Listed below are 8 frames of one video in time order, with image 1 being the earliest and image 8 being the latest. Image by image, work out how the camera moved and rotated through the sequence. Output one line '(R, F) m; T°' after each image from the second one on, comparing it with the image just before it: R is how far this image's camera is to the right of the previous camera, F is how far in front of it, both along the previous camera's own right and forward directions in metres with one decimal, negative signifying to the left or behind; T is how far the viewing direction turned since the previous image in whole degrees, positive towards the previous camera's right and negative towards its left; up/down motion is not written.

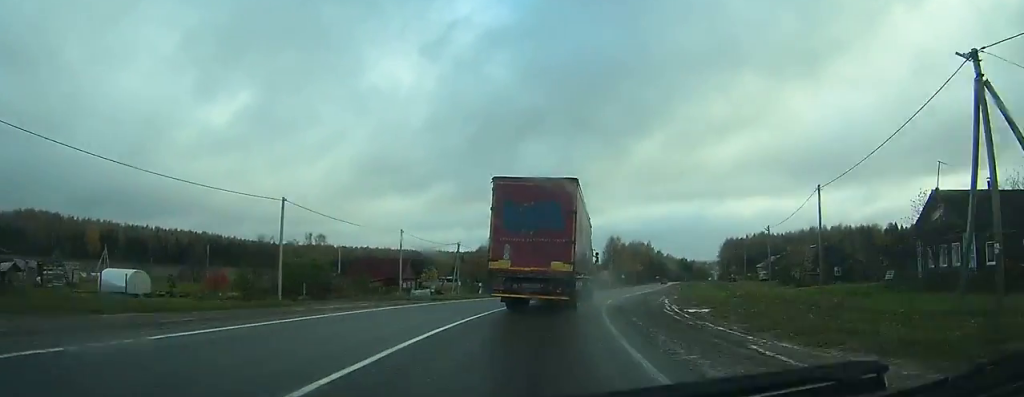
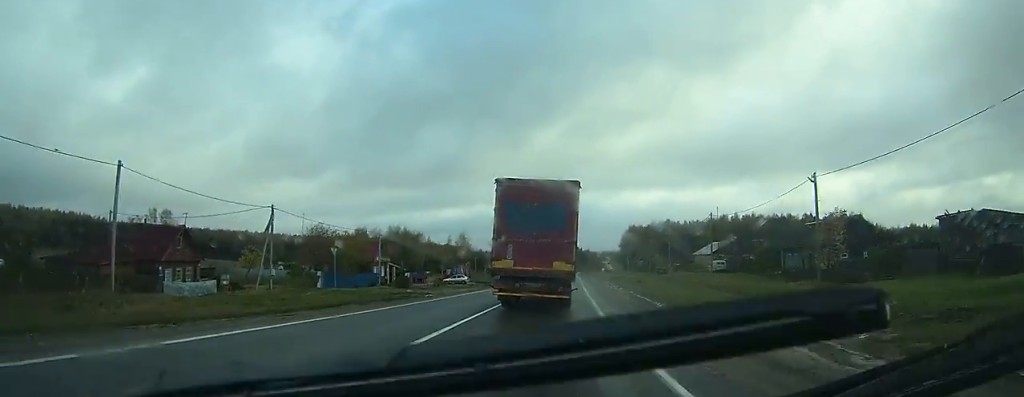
(+2.1, +33.7) m; +7°
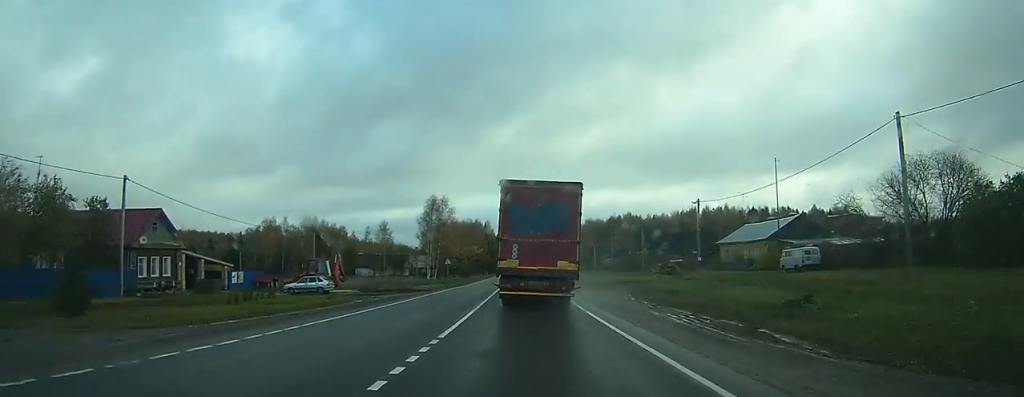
(+3.2, +44.0) m; +7°
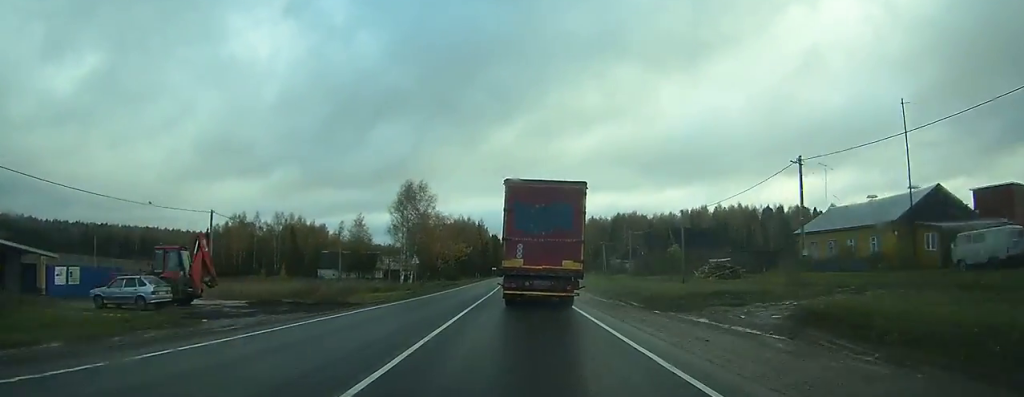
(+0.3, +22.7) m; +1°
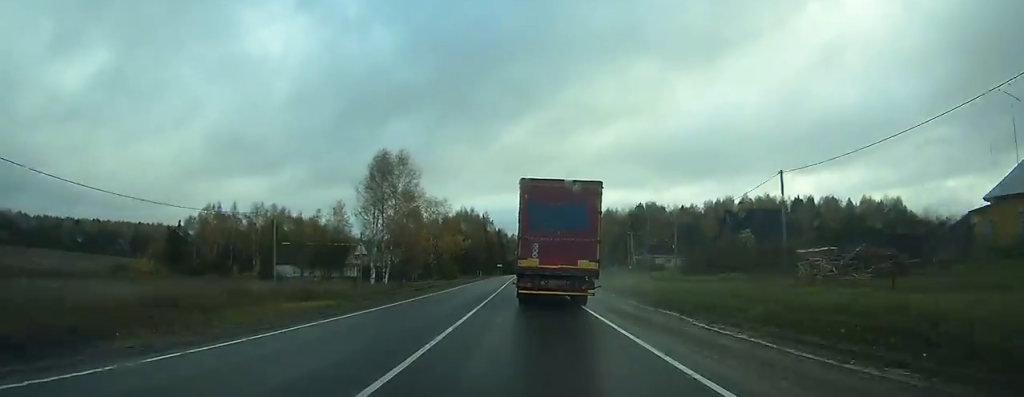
(+0.2, +23.0) m; 0°
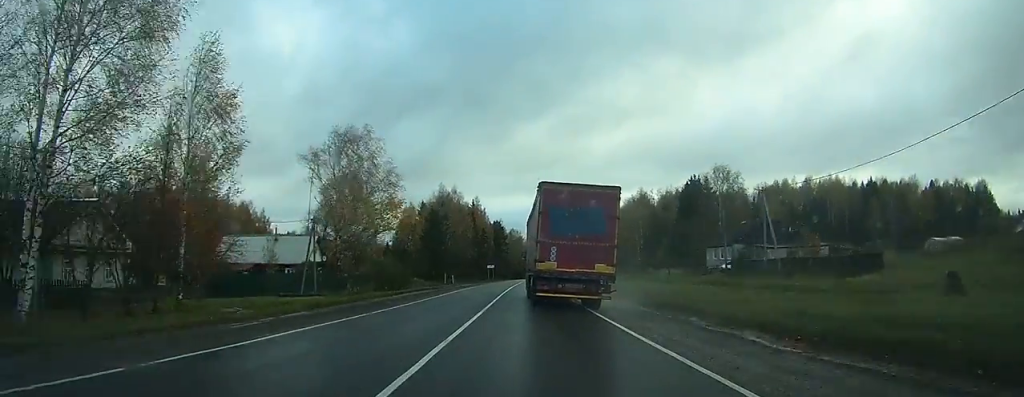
(-0.3, +56.8) m; -1°
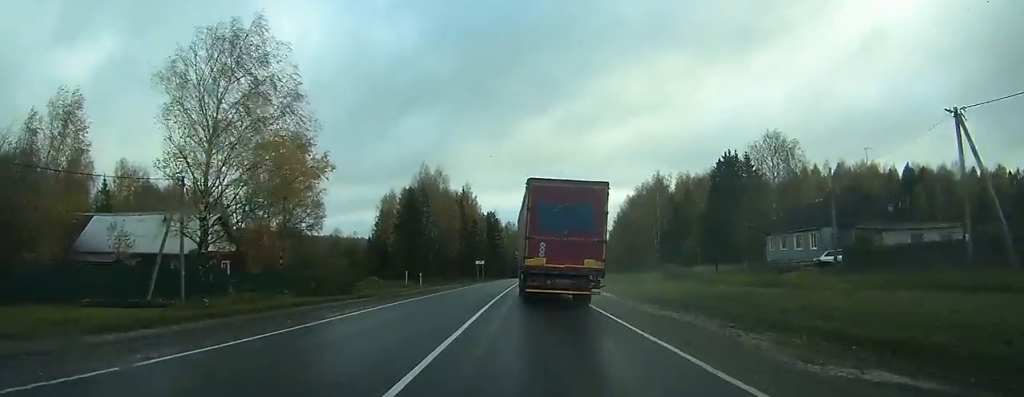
(-0.1, +23.6) m; +1°
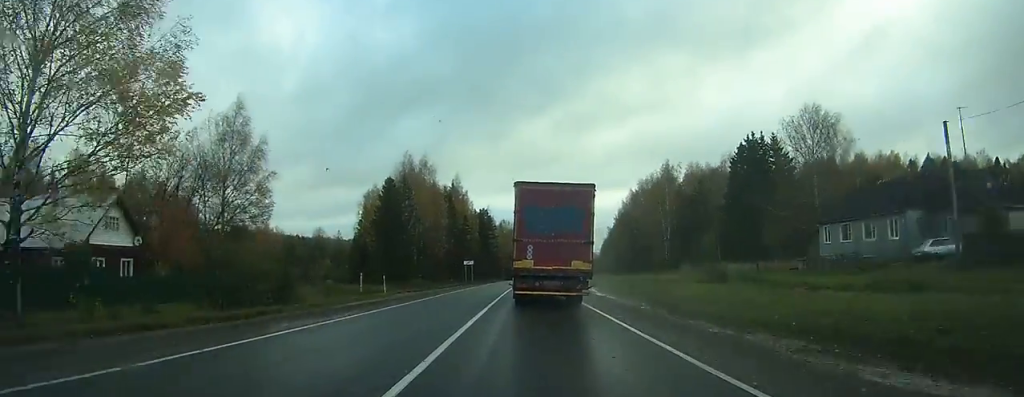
(+0.2, +13.5) m; +1°
